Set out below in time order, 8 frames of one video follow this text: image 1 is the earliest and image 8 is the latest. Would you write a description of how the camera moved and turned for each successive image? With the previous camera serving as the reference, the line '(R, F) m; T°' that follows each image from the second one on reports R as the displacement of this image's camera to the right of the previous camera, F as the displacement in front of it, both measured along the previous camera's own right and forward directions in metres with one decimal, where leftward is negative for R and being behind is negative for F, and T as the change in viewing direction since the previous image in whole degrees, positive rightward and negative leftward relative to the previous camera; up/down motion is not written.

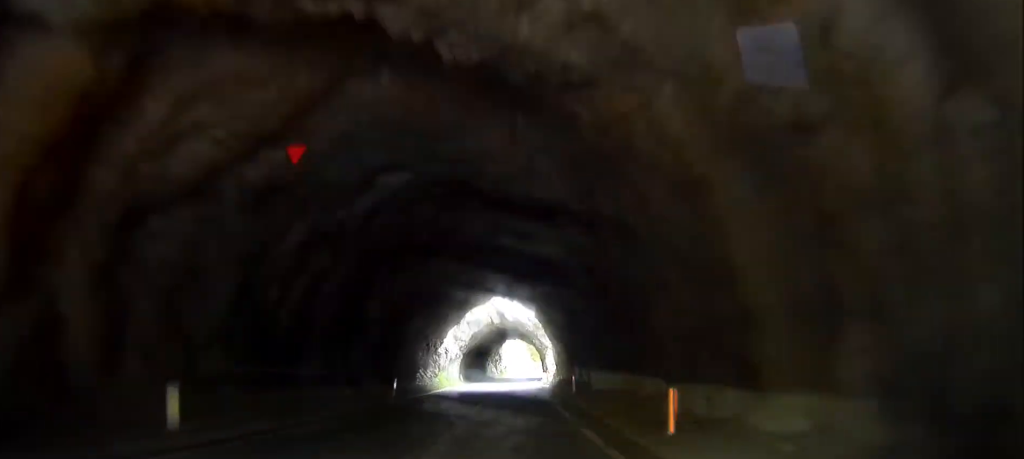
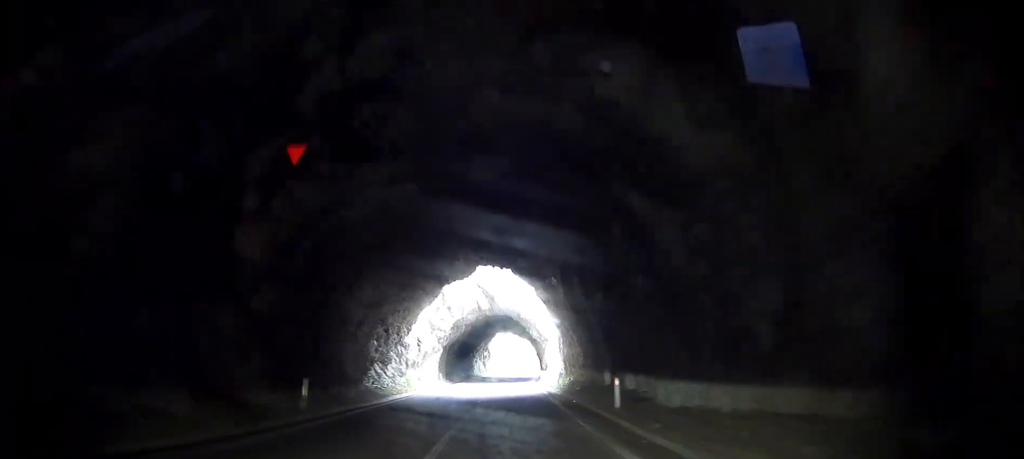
(-0.1, +13.2) m; 0°
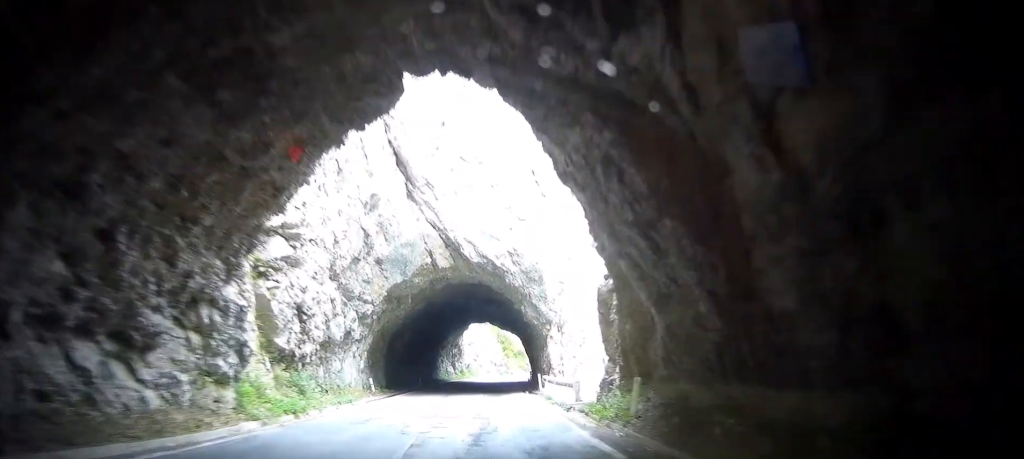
(+0.1, +22.3) m; +7°
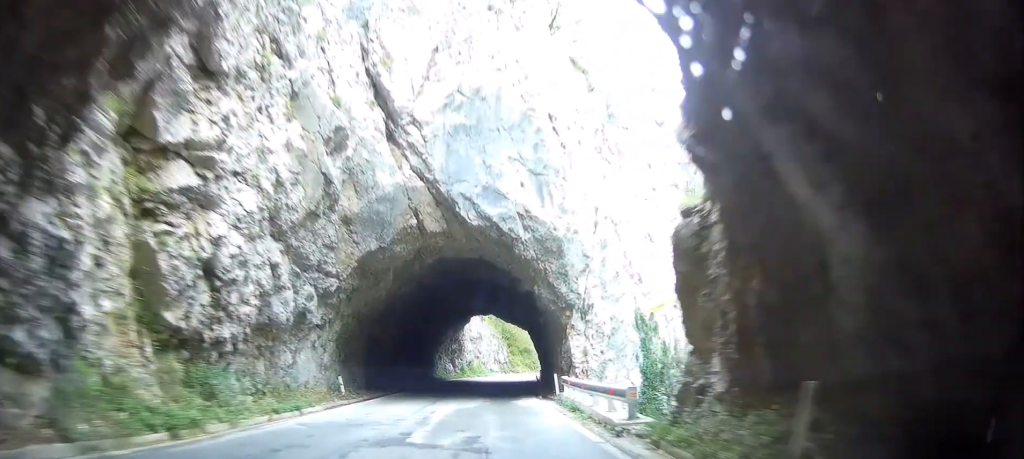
(+0.7, +7.3) m; +2°
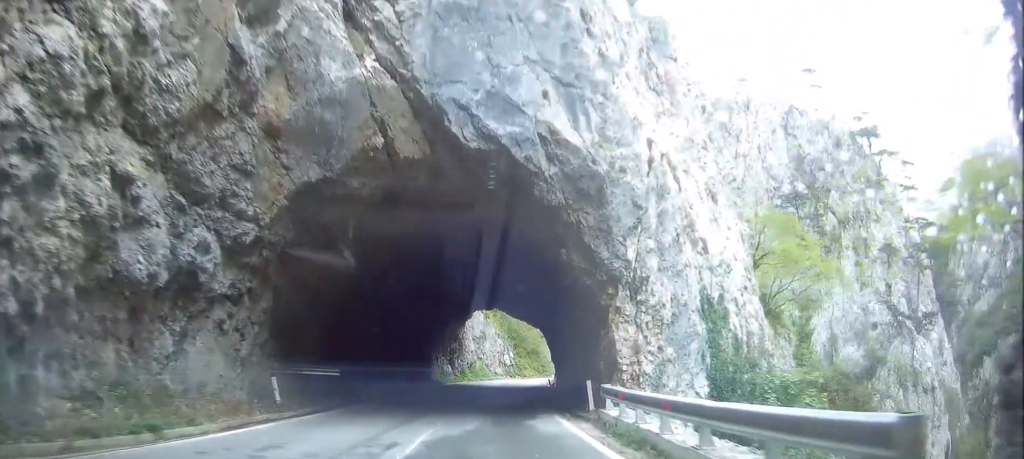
(+0.7, +8.3) m; +2°
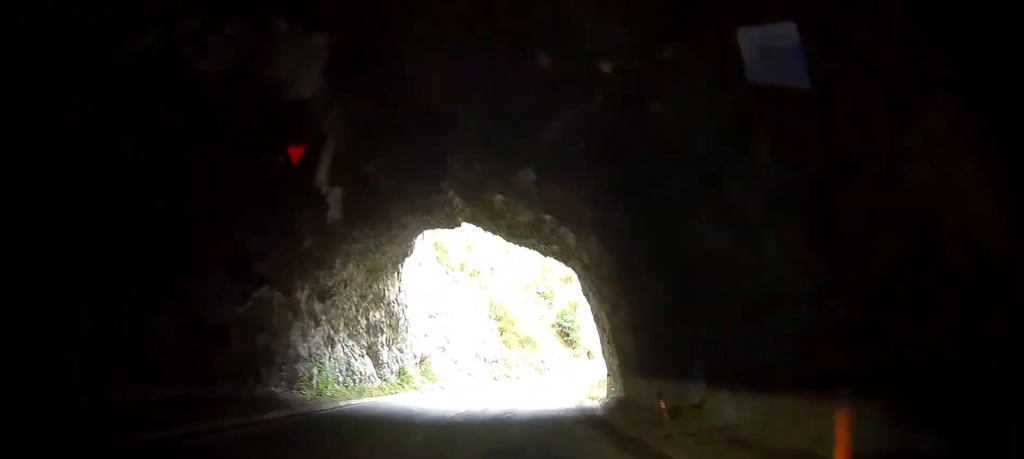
(-2.1, +31.0) m; -2°
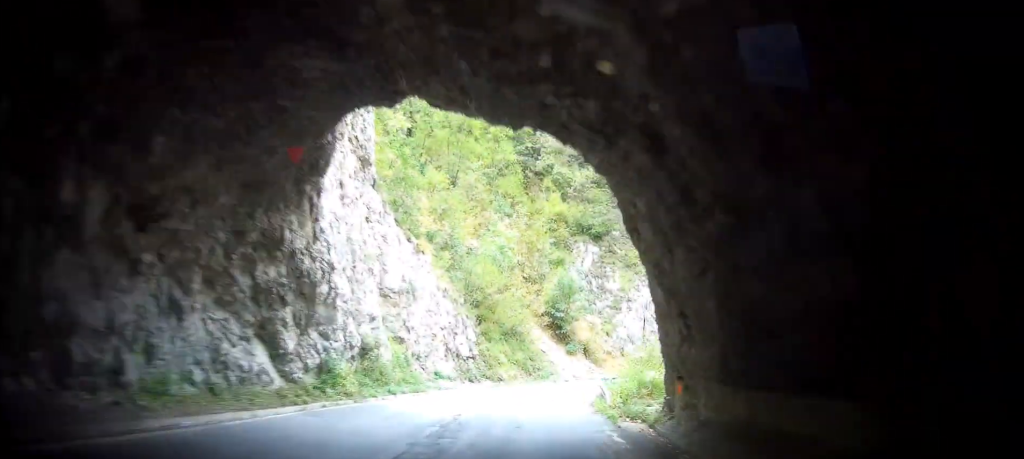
(-0.2, +10.9) m; +8°
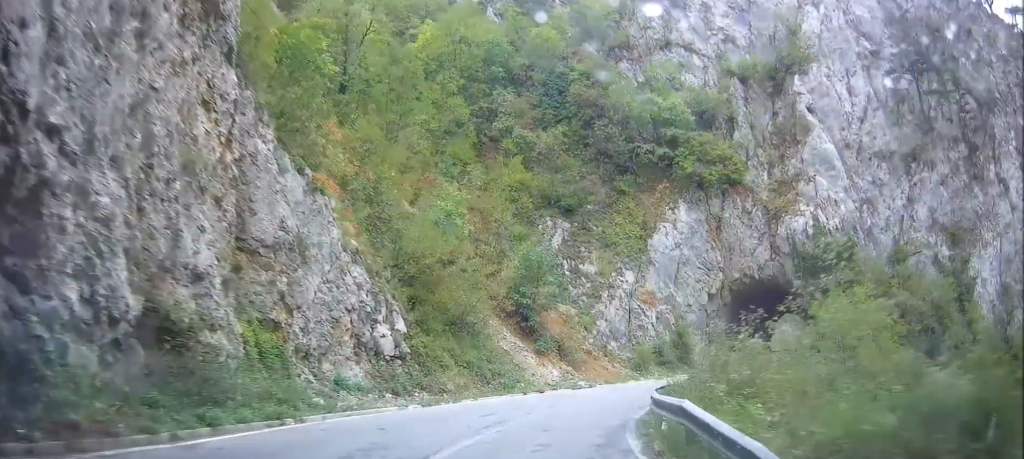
(+2.1, +12.8) m; +26°
